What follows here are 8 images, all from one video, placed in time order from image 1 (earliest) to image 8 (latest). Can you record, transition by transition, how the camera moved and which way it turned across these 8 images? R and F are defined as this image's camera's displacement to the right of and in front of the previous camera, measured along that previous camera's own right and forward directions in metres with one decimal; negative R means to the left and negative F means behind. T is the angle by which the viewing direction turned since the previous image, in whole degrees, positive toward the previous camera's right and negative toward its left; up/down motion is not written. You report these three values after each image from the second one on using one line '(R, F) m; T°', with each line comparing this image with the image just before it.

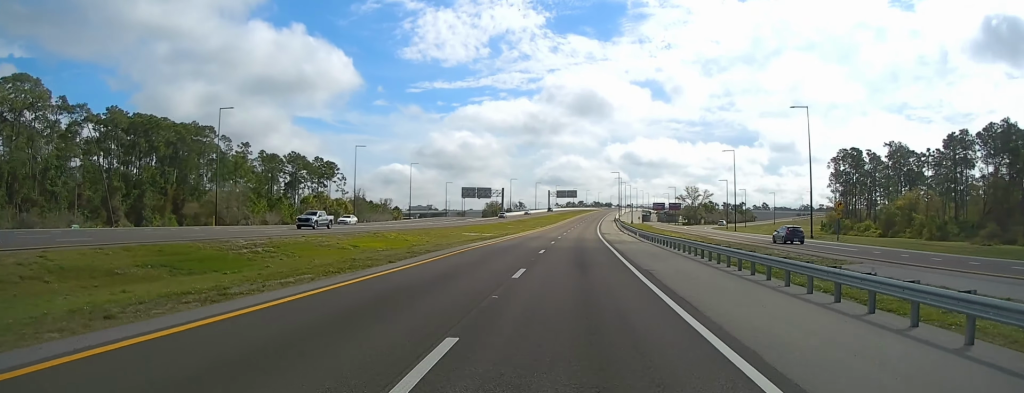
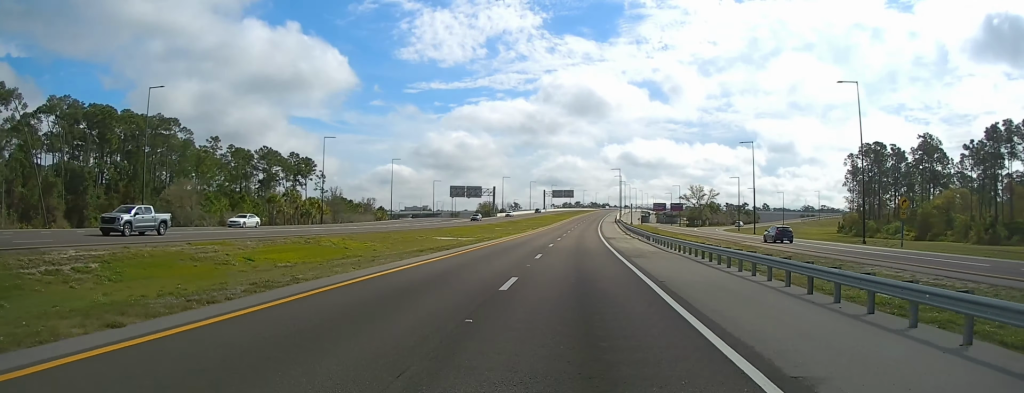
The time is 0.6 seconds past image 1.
(0.0, +15.3) m; +1°
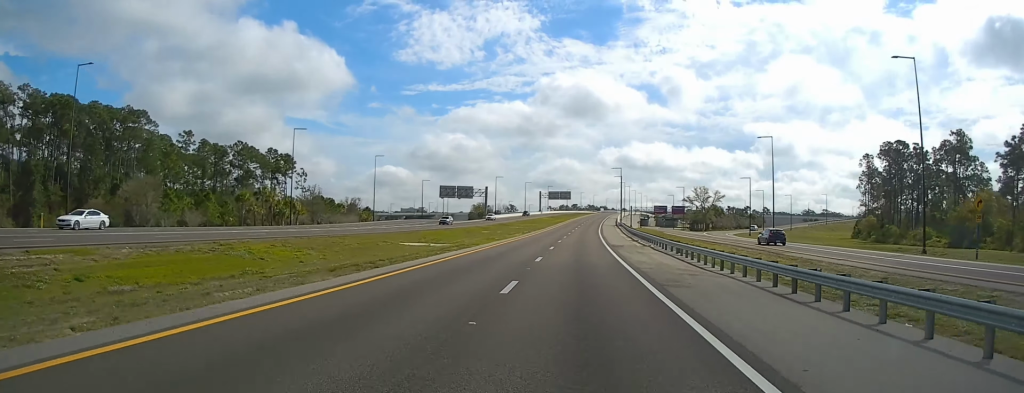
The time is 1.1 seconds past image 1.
(+0.1, +12.1) m; 0°
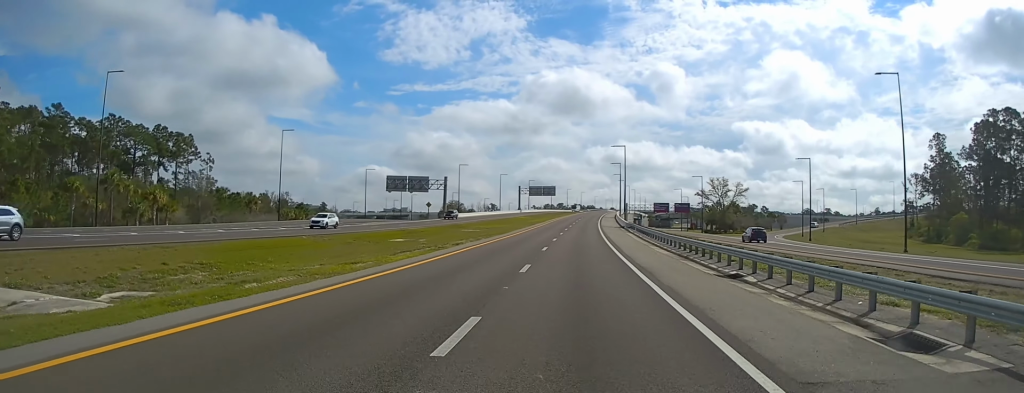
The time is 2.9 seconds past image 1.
(+0.3, +43.4) m; +1°
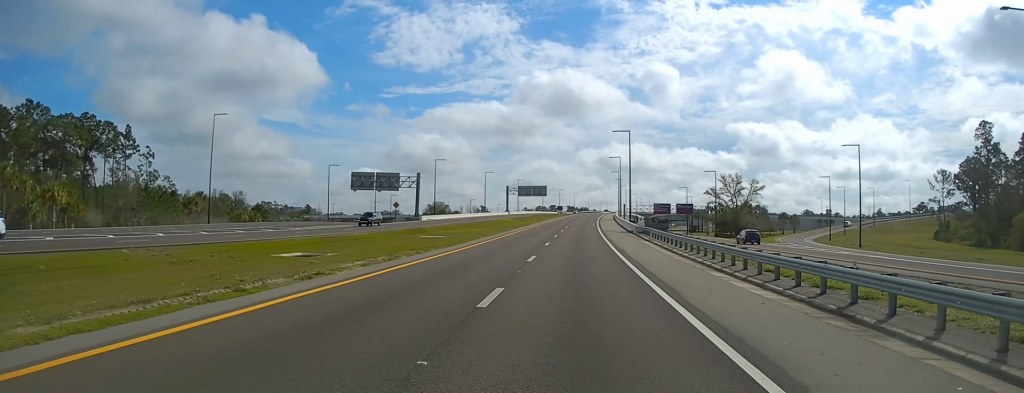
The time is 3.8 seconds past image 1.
(+0.1, +20.1) m; +1°
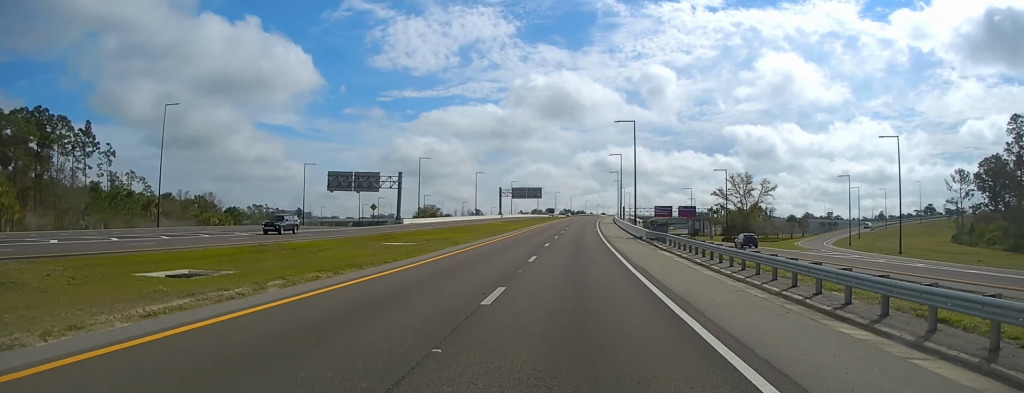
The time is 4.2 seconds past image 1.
(0.0, +11.2) m; 0°
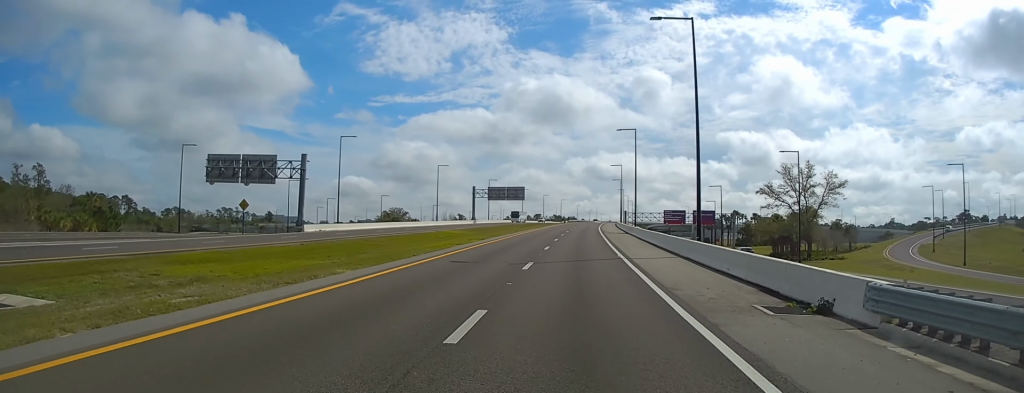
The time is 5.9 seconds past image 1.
(+0.4, +40.0) m; +1°
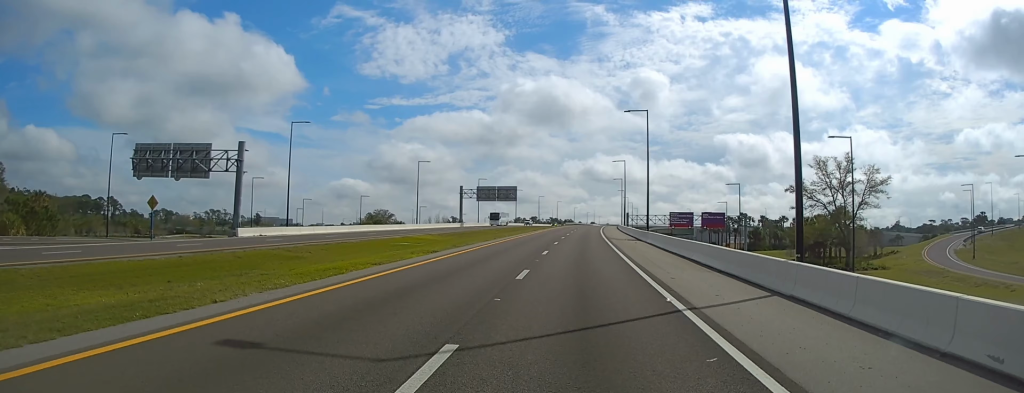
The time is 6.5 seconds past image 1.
(+0.1, +15.2) m; 0°
